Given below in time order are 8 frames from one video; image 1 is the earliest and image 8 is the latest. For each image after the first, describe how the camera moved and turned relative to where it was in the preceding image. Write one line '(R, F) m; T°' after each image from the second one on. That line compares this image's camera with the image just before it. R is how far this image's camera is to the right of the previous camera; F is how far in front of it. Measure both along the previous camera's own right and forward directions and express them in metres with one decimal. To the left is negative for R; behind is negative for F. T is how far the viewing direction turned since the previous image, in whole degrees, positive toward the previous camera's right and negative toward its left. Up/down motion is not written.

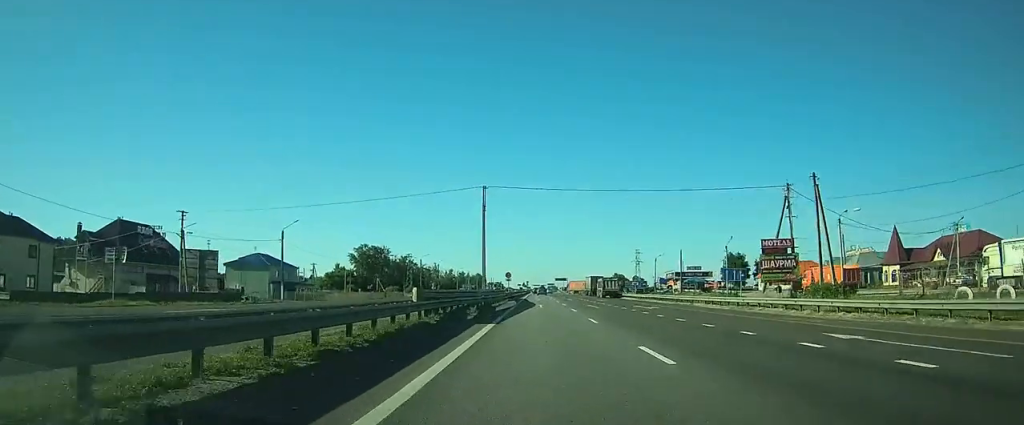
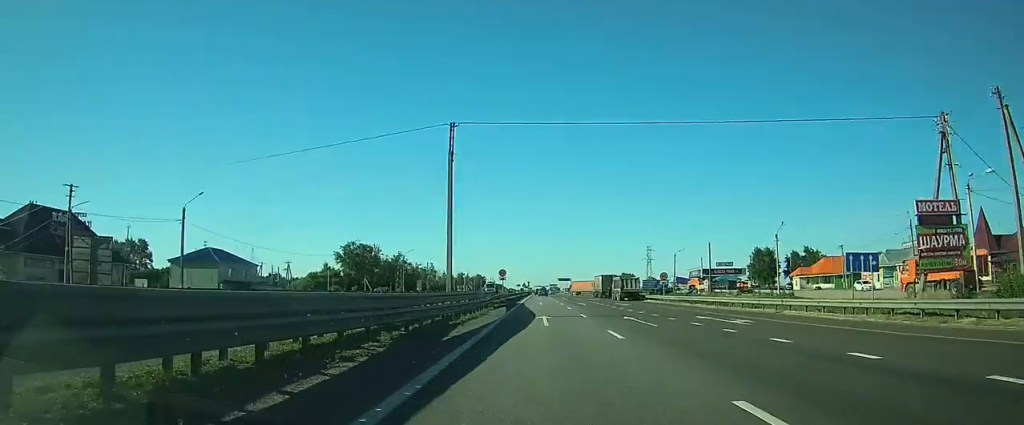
(0.0, +18.4) m; 0°
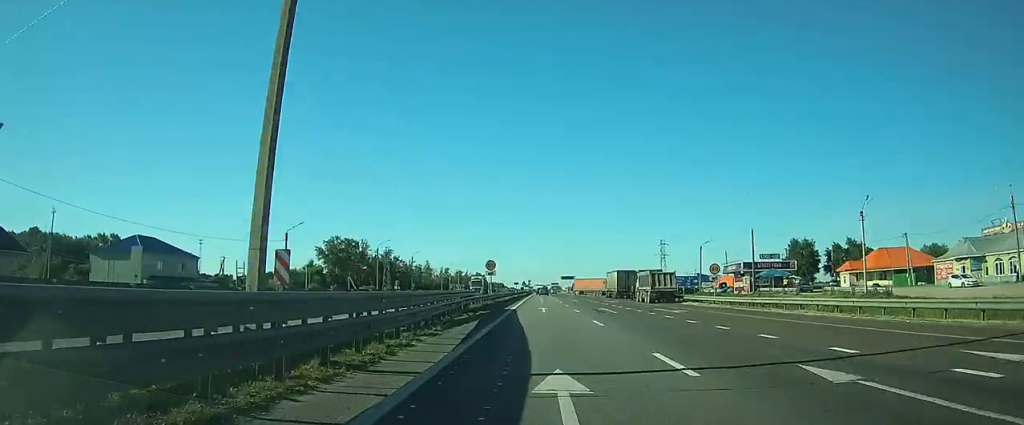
(0.0, +19.2) m; 0°
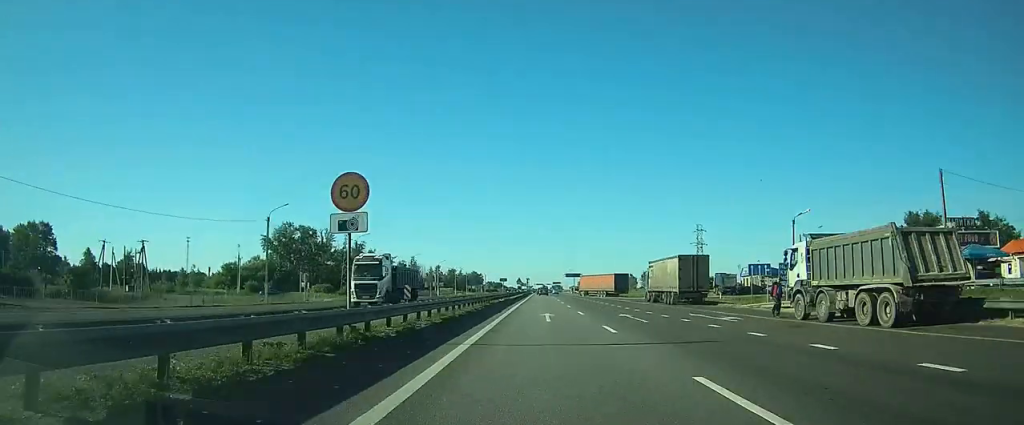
(+0.2, +39.2) m; +1°
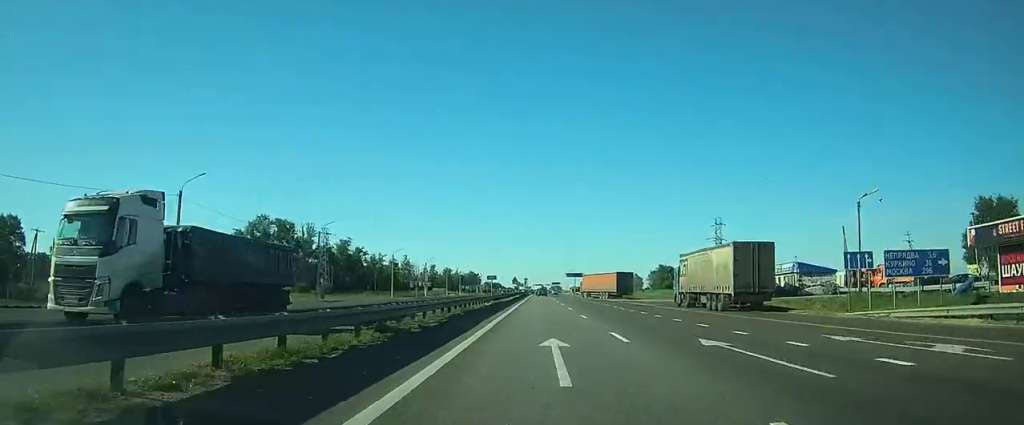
(0.0, +14.8) m; 0°
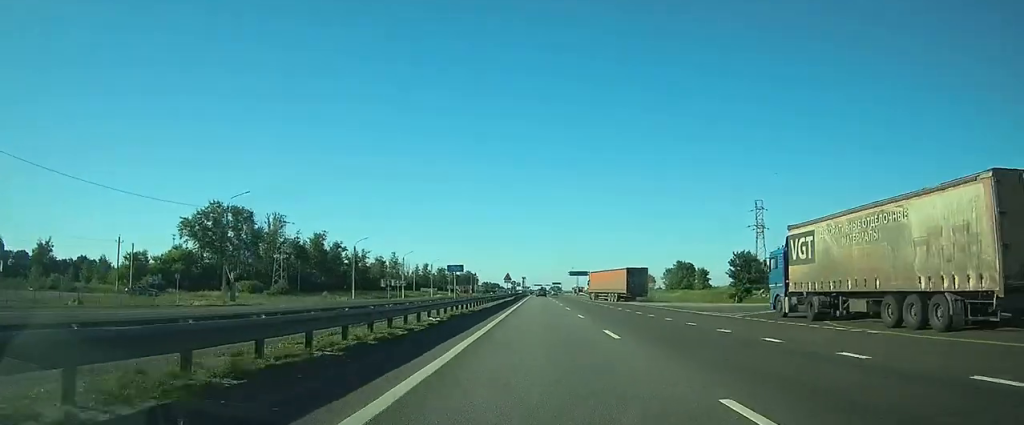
(+0.1, +22.6) m; 0°
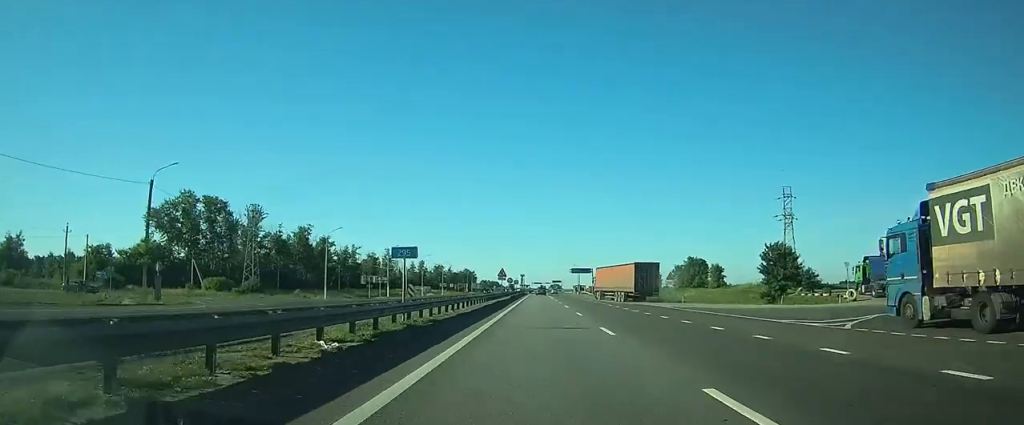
(0.0, +11.3) m; 0°
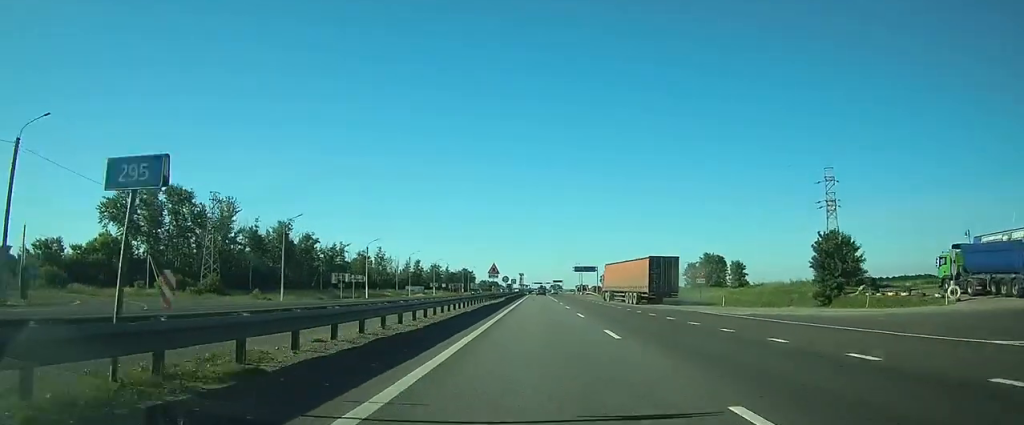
(0.0, +13.1) m; 0°
